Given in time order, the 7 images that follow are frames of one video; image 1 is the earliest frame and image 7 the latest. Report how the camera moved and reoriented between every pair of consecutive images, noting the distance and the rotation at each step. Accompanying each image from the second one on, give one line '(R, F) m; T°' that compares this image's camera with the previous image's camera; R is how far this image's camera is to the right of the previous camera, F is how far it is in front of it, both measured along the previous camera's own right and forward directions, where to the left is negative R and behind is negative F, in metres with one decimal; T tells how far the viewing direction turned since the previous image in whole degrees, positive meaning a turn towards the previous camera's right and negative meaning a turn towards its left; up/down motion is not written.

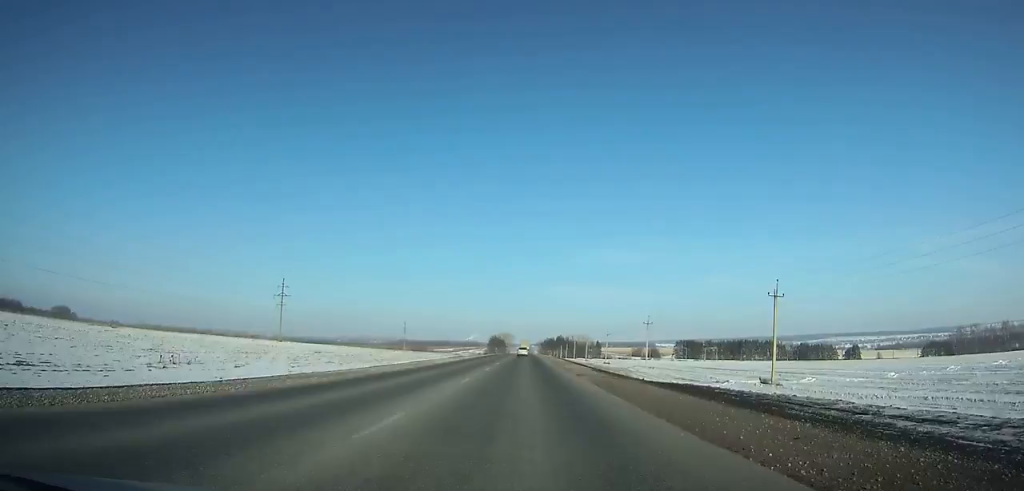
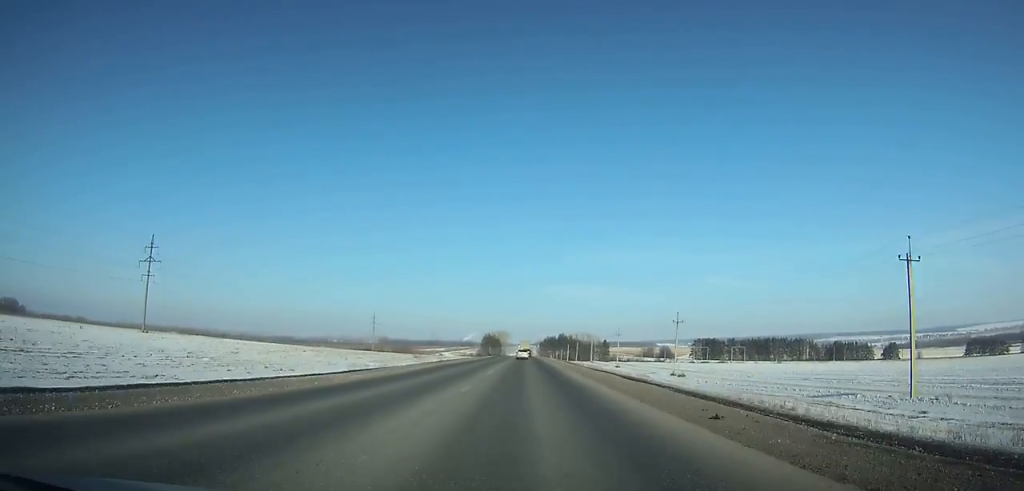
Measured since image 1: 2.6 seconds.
(-0.1, +74.4) m; 0°
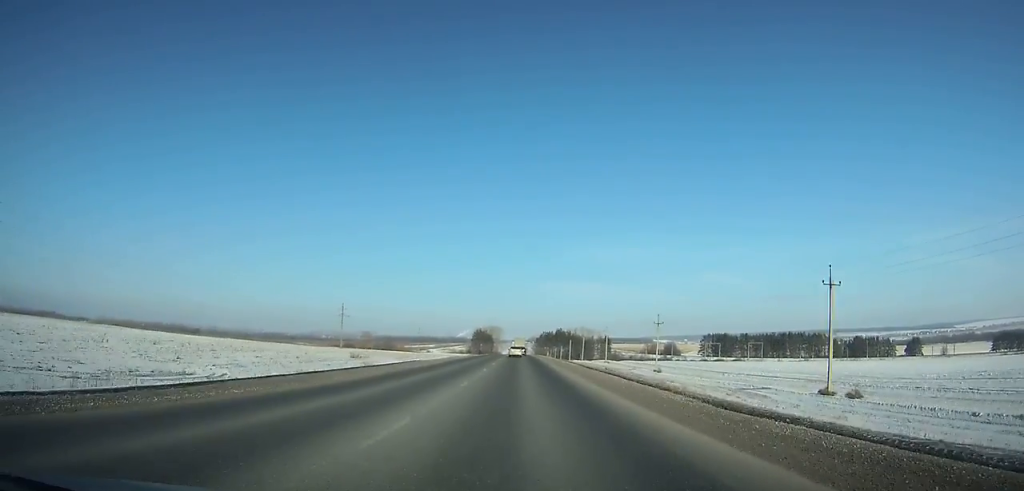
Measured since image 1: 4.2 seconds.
(+0.1, +45.1) m; 0°
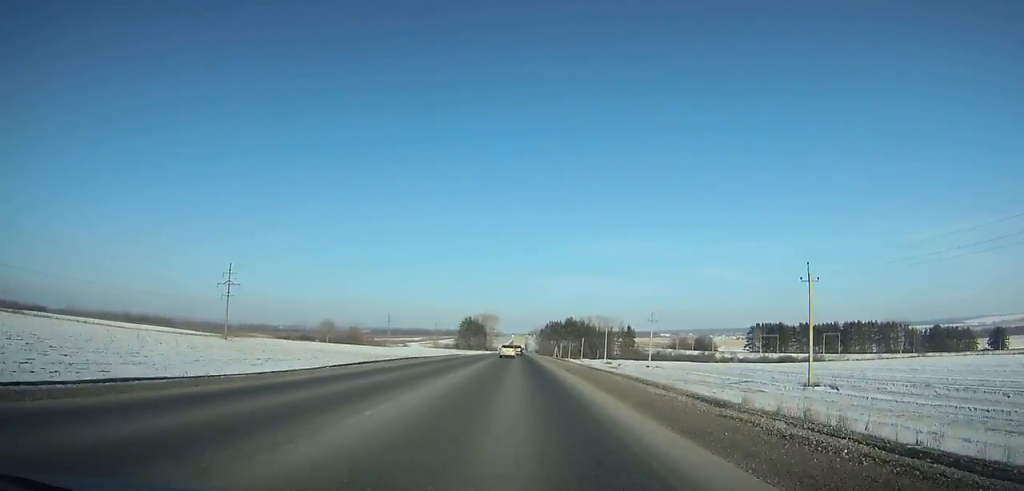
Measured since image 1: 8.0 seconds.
(+0.2, +104.9) m; 0°
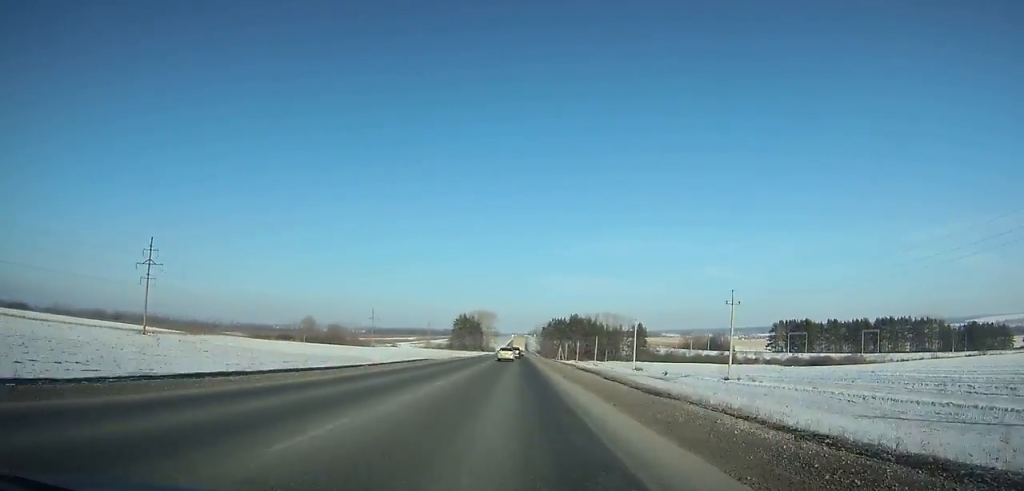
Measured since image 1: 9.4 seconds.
(-0.1, +37.3) m; 0°
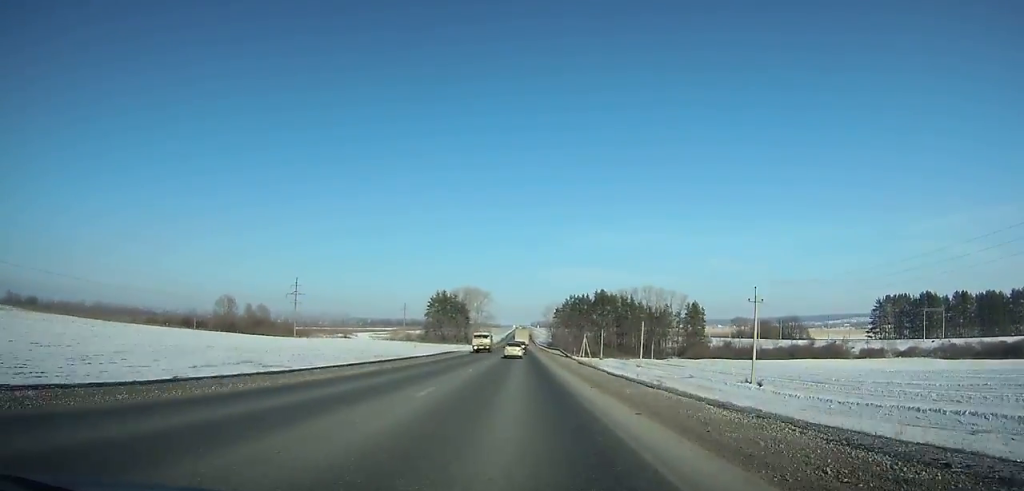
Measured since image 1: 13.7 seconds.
(+0.1, +111.6) m; 0°
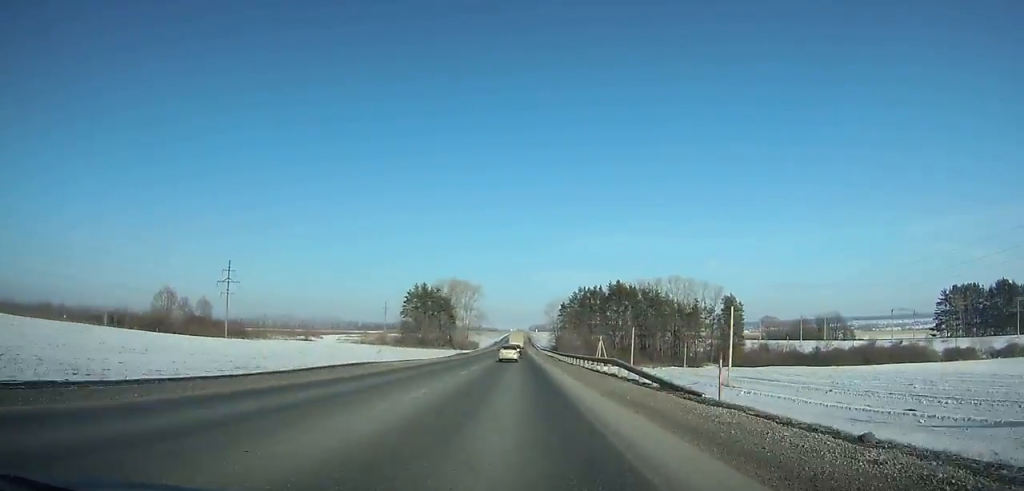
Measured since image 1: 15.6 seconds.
(0.0, +47.5) m; 0°
